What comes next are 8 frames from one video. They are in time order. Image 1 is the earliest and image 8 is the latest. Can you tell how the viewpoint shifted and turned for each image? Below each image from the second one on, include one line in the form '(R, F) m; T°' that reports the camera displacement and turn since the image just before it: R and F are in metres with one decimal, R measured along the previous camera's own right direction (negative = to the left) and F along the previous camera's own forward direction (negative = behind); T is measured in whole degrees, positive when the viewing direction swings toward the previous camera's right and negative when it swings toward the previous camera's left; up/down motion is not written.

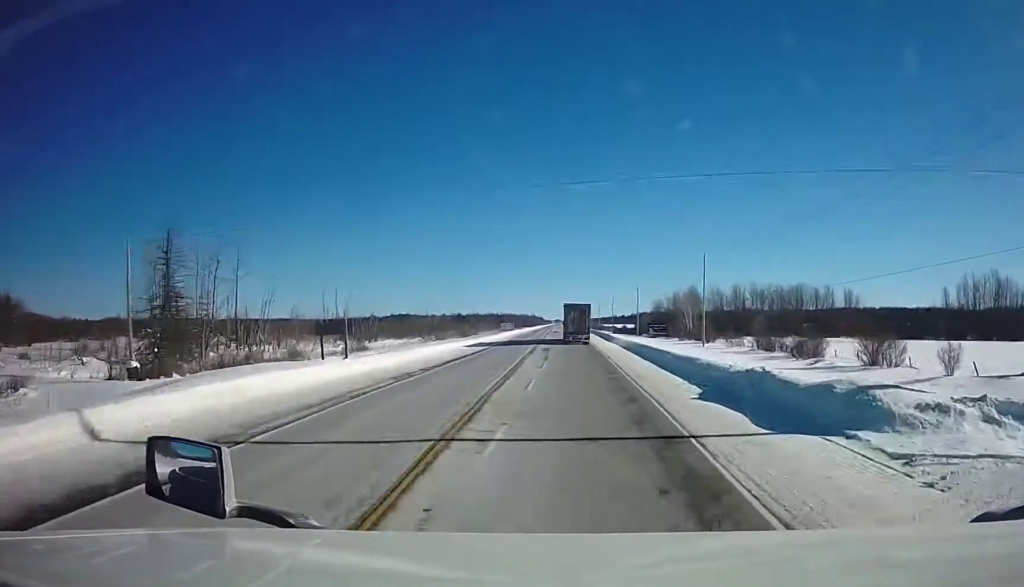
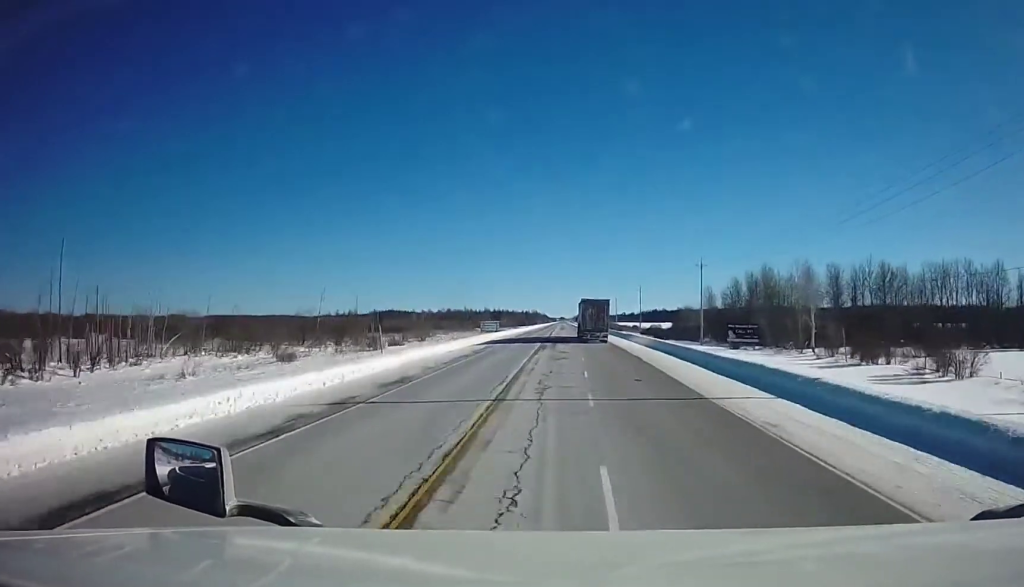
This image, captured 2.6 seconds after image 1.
(-0.1, +74.2) m; 0°
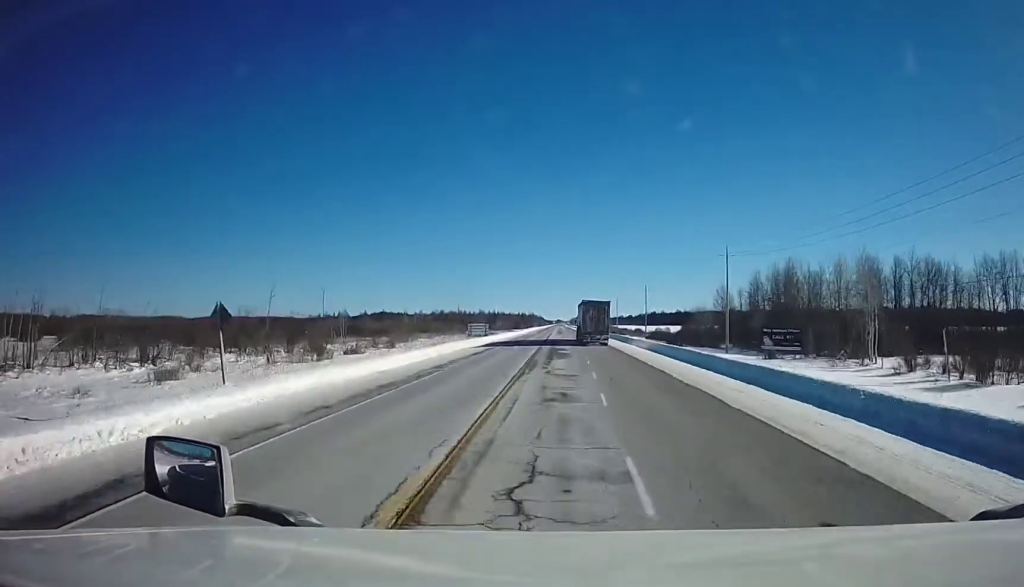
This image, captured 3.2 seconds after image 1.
(0.0, +17.5) m; 0°
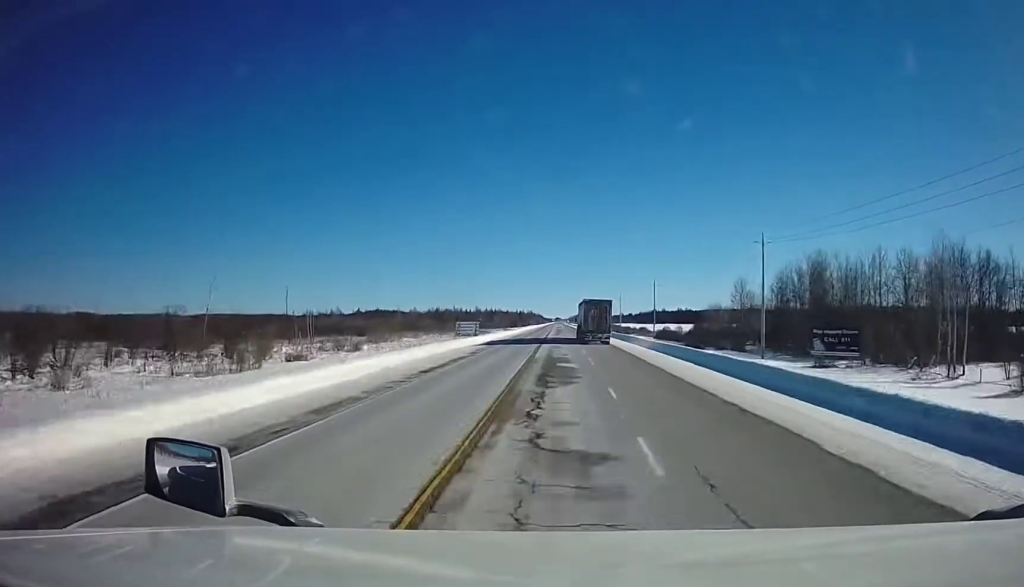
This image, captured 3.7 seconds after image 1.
(+0.1, +15.6) m; 0°
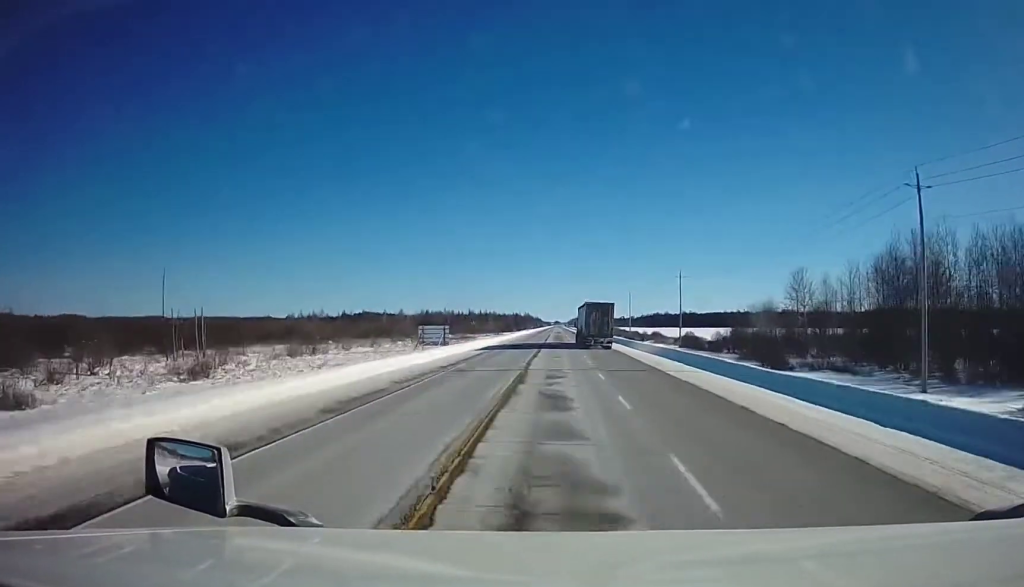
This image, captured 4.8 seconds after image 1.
(+0.1, +33.1) m; -1°
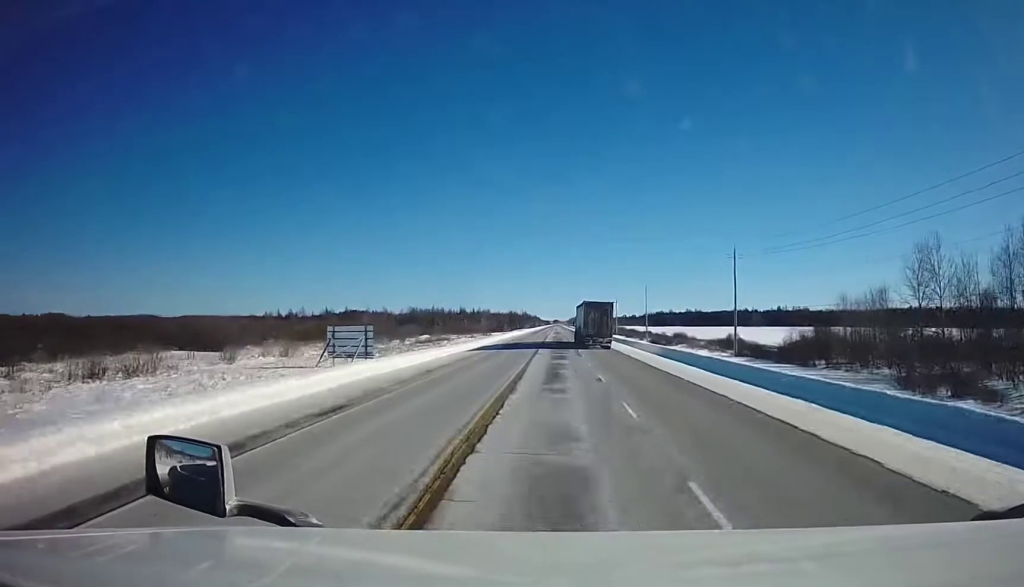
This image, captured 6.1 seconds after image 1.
(-0.4, +36.8) m; 0°
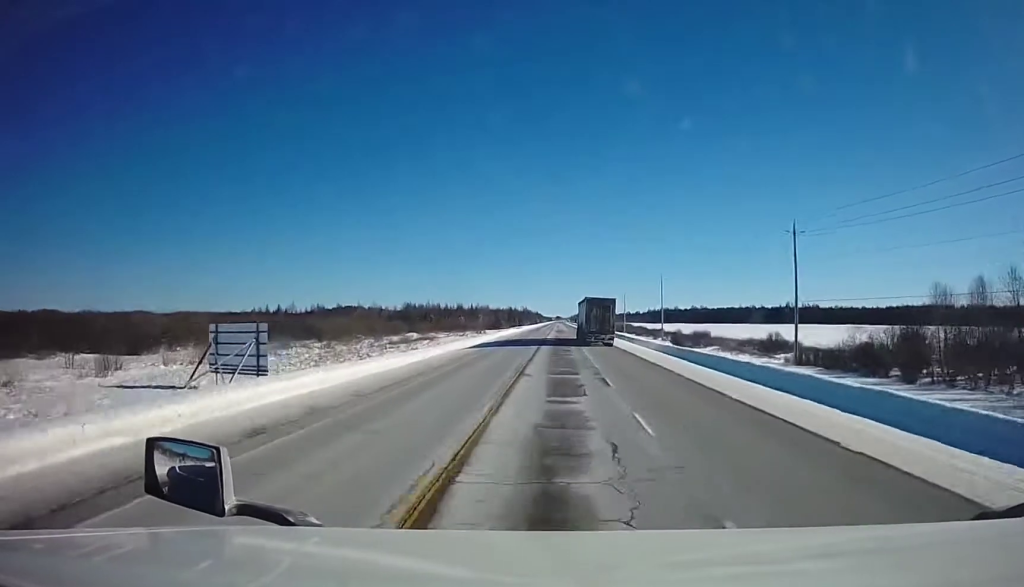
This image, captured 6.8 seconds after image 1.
(+0.2, +20.4) m; 0°
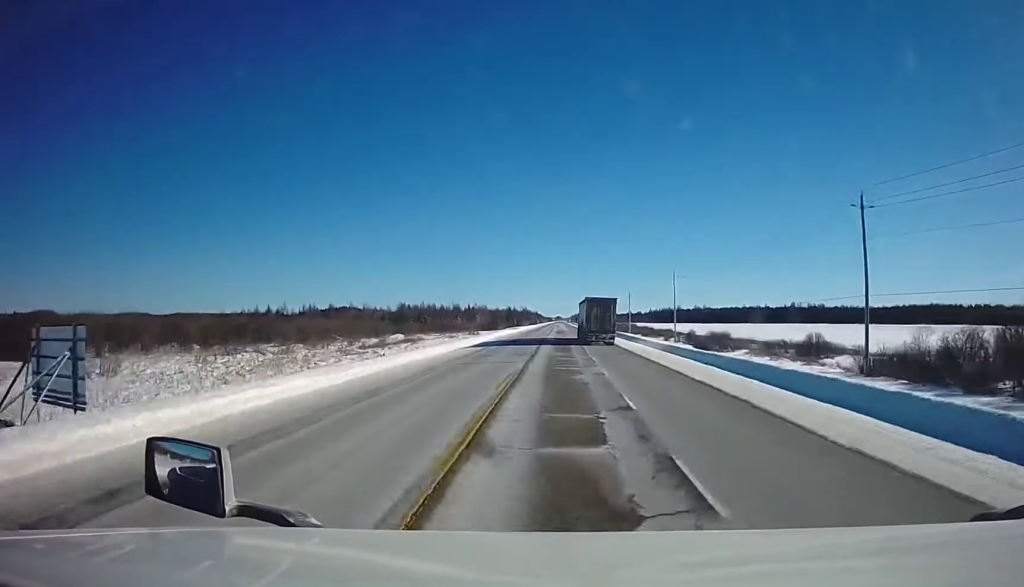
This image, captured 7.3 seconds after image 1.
(-0.1, +14.7) m; 0°
